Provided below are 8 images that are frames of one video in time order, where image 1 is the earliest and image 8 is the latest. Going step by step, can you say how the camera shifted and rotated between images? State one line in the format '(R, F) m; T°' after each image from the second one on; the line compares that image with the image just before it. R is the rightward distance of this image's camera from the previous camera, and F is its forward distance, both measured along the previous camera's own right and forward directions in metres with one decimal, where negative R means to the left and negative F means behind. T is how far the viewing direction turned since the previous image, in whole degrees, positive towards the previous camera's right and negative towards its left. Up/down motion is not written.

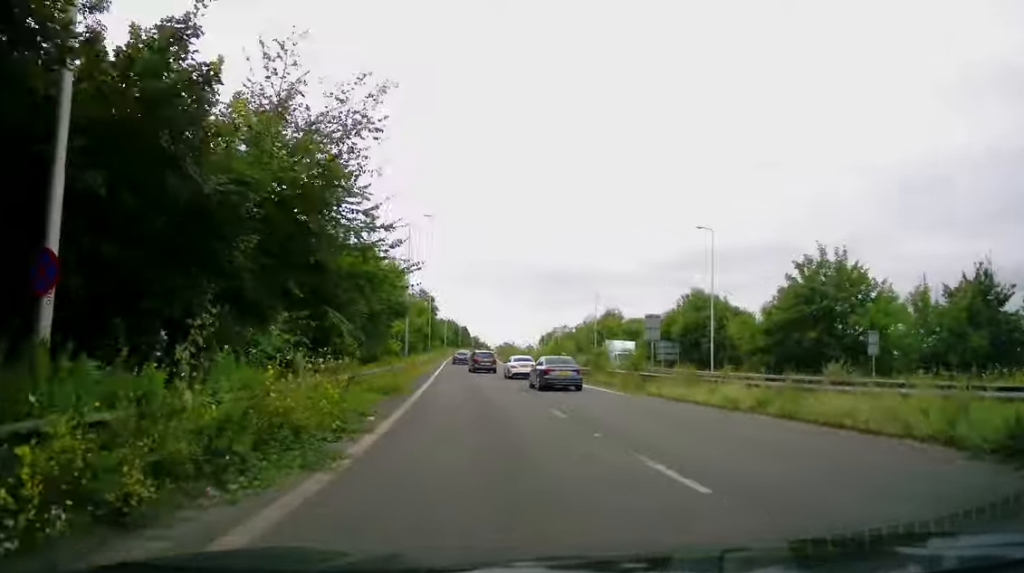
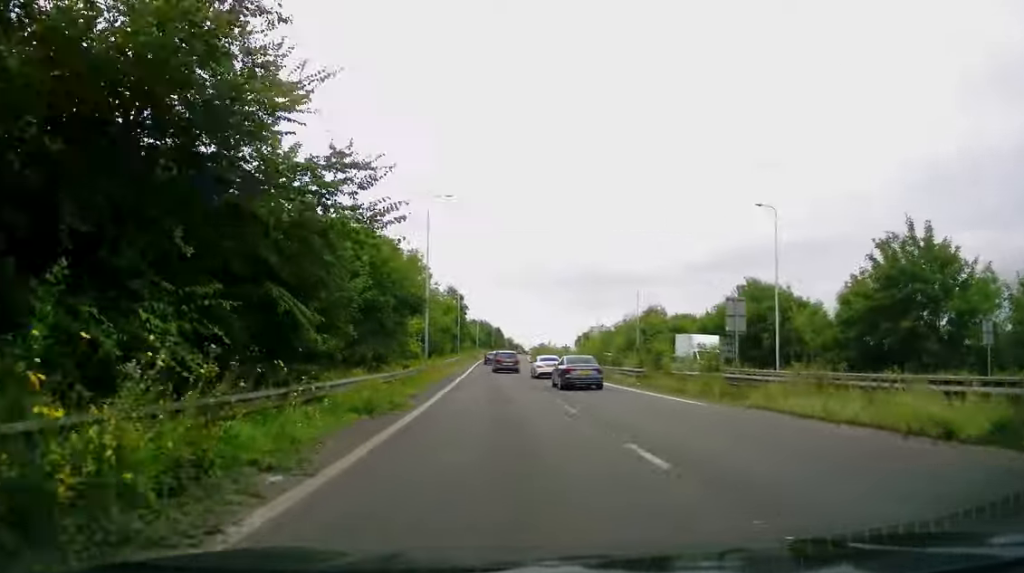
(-0.3, +7.3) m; -2°
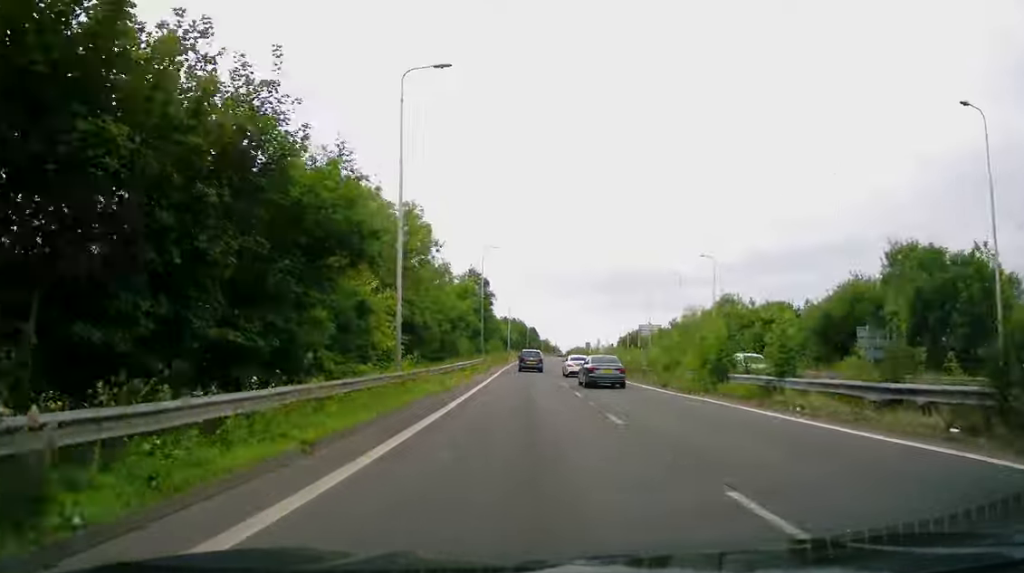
(-0.3, +21.6) m; -2°
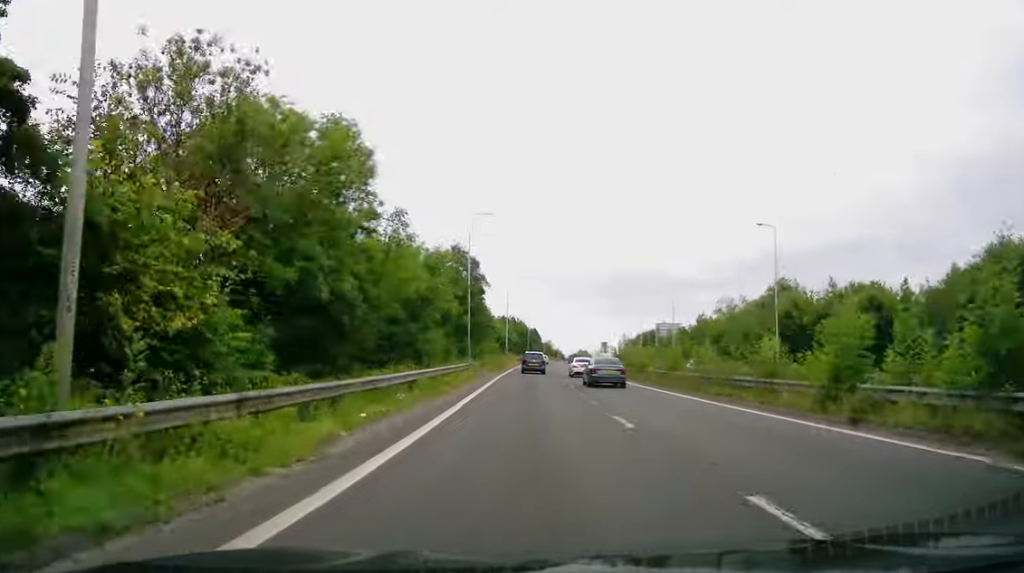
(-0.2, +18.2) m; 0°
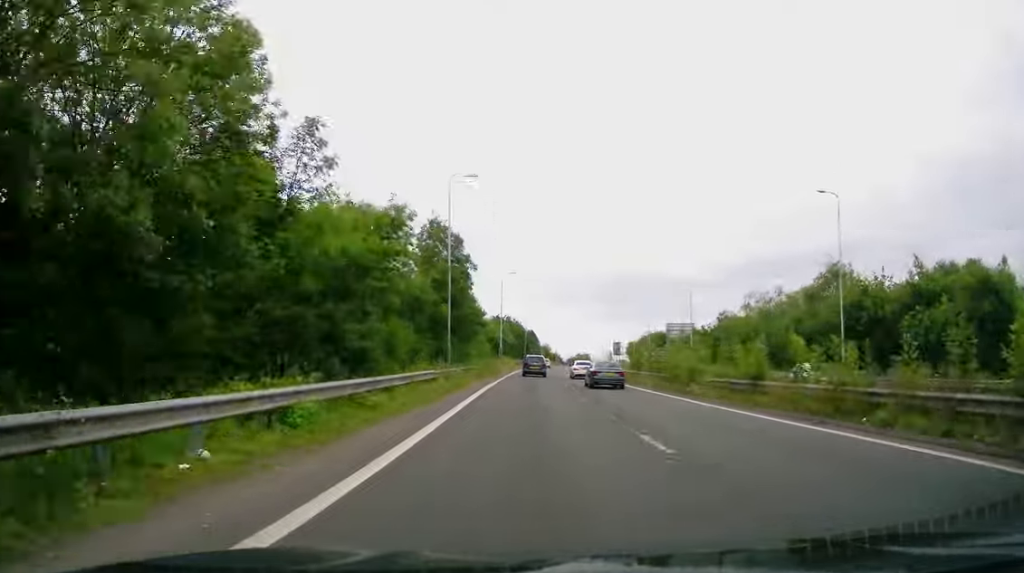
(+0.4, +12.3) m; 0°
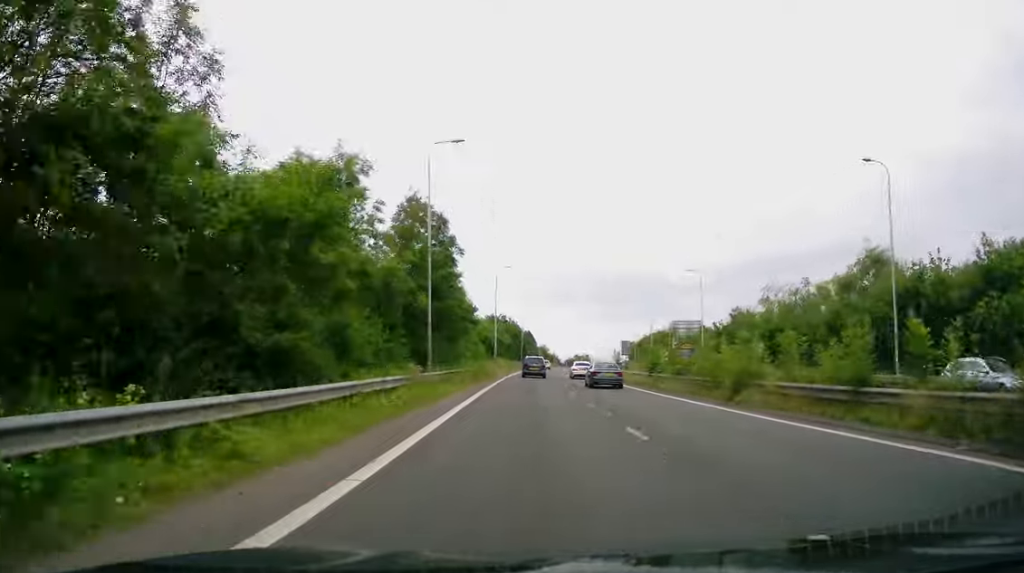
(-0.2, +7.0) m; 0°
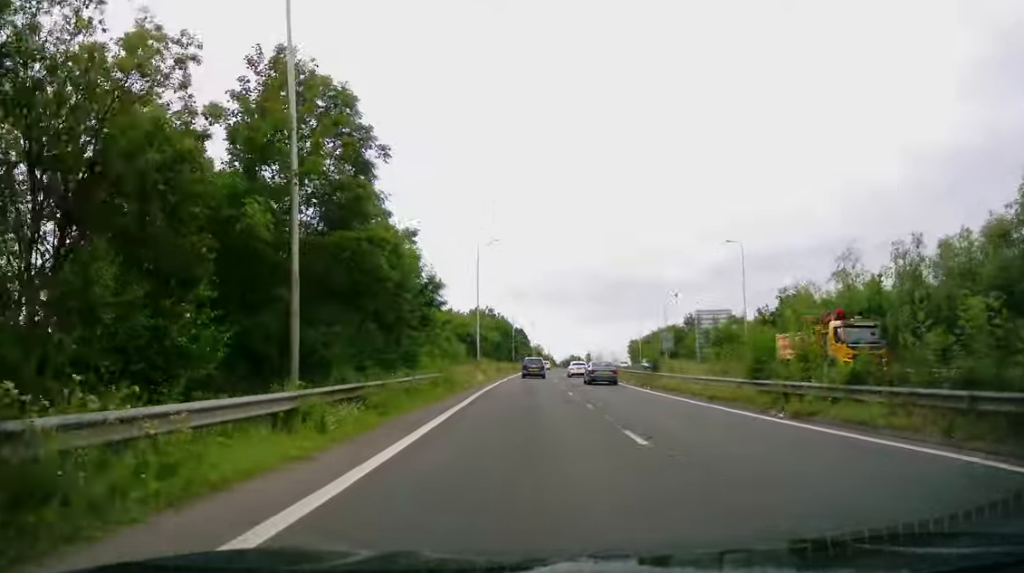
(-0.1, +18.3) m; 0°
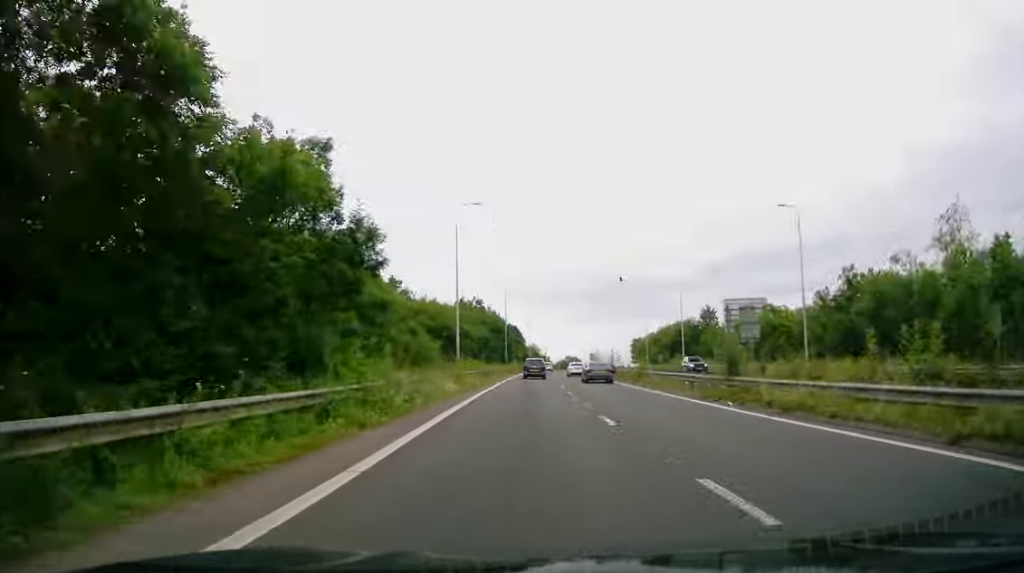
(+0.2, +14.4) m; 0°
